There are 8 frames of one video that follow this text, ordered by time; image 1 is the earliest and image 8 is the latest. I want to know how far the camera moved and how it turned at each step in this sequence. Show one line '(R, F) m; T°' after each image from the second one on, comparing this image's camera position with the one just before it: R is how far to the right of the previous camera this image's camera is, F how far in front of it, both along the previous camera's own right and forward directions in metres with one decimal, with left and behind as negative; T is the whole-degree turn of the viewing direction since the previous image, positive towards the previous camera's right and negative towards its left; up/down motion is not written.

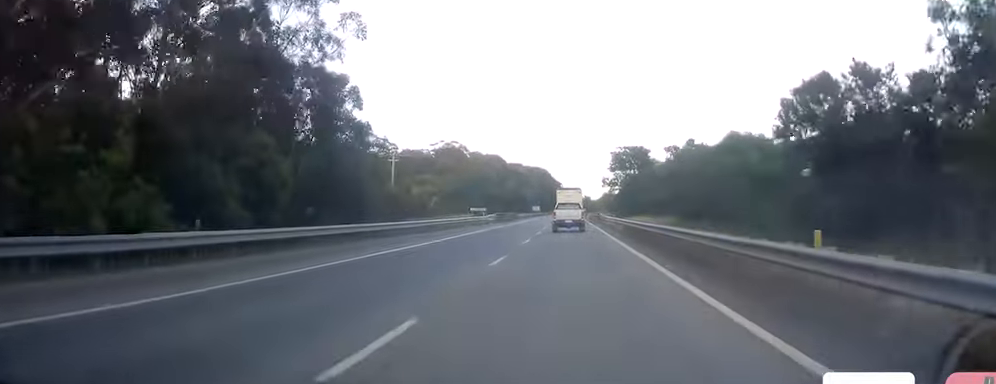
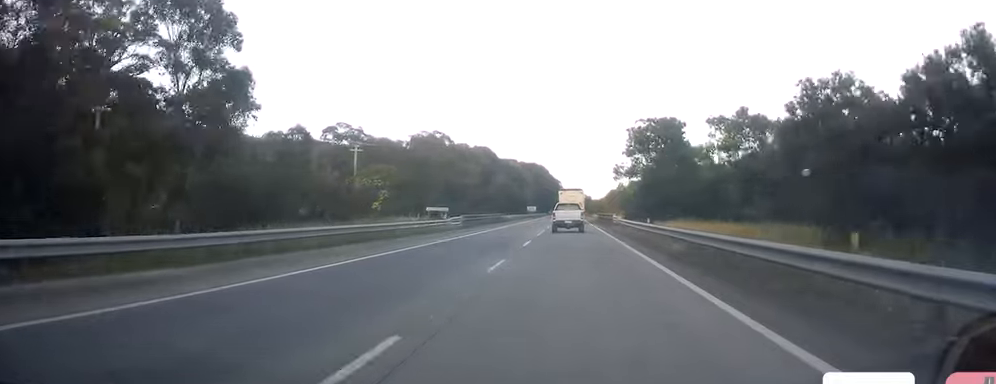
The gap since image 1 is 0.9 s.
(-0.1, +25.1) m; 0°
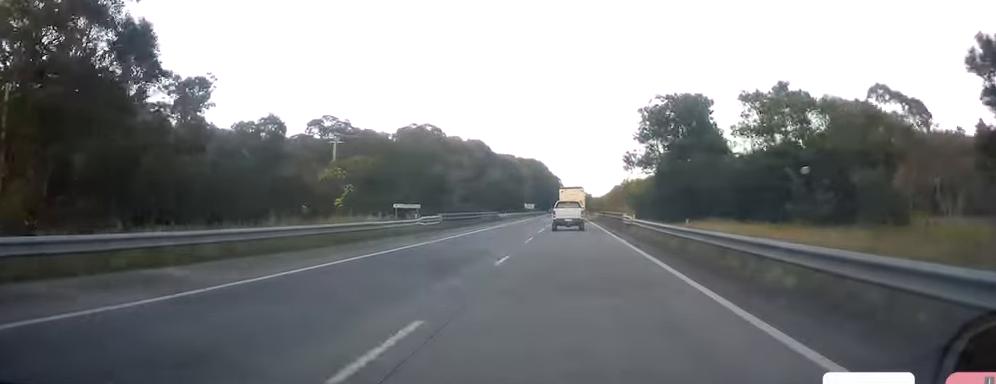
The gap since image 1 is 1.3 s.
(-0.1, +10.8) m; 0°
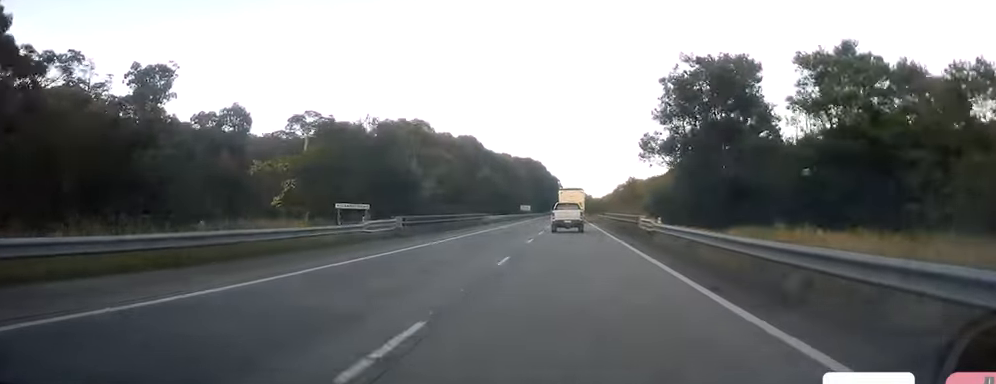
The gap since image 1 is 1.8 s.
(+0.1, +11.7) m; 0°
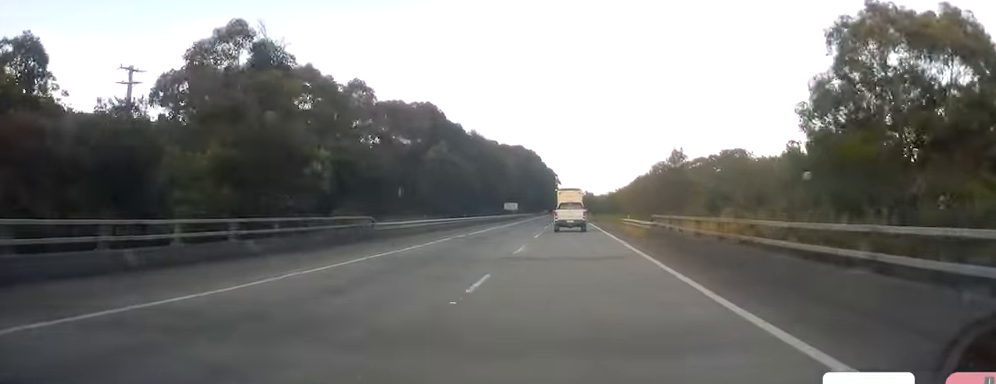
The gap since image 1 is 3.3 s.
(+0.1, +41.6) m; 0°
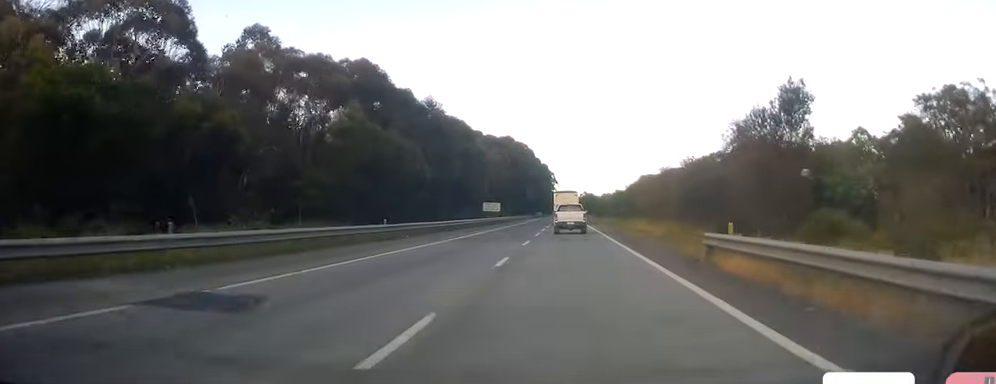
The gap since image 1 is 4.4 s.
(0.0, +30.0) m; 0°
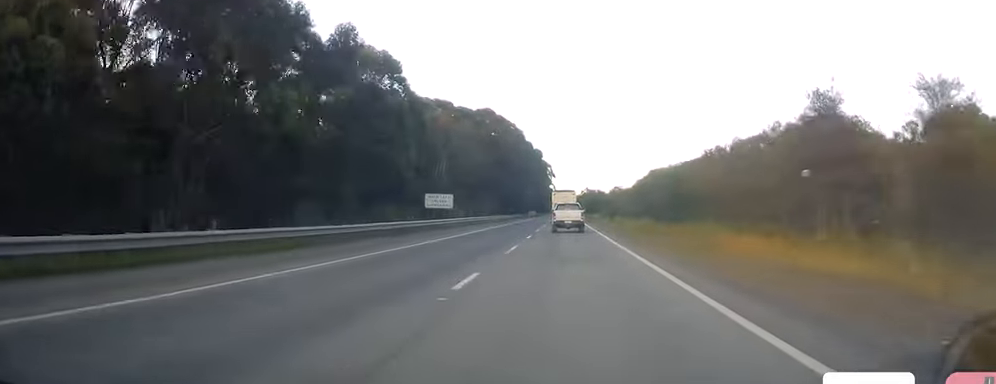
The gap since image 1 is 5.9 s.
(+0.1, +41.8) m; 0°
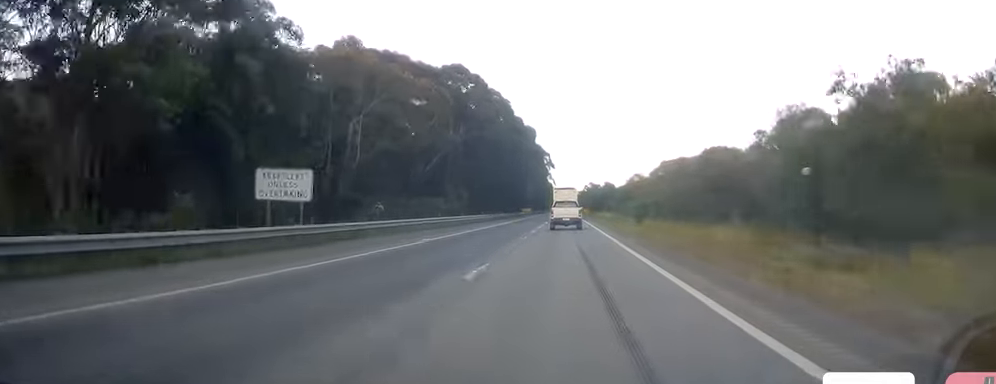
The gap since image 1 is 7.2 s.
(-0.2, +34.2) m; 0°
